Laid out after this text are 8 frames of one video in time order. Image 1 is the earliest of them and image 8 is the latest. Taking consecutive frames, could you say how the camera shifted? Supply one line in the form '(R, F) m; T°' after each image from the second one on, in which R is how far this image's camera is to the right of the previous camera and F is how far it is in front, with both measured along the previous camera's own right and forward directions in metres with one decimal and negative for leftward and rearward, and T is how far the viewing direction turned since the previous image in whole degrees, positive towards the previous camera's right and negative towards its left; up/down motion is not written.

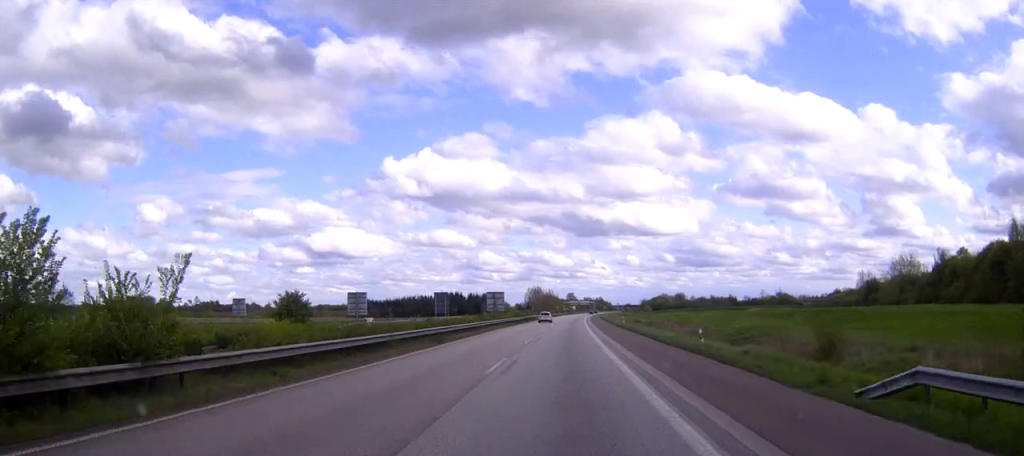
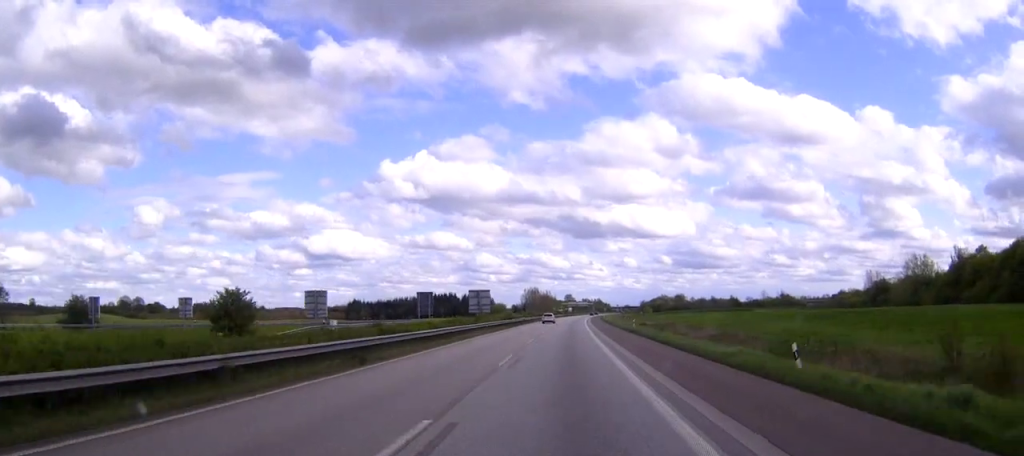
(0.0, +14.5) m; 0°
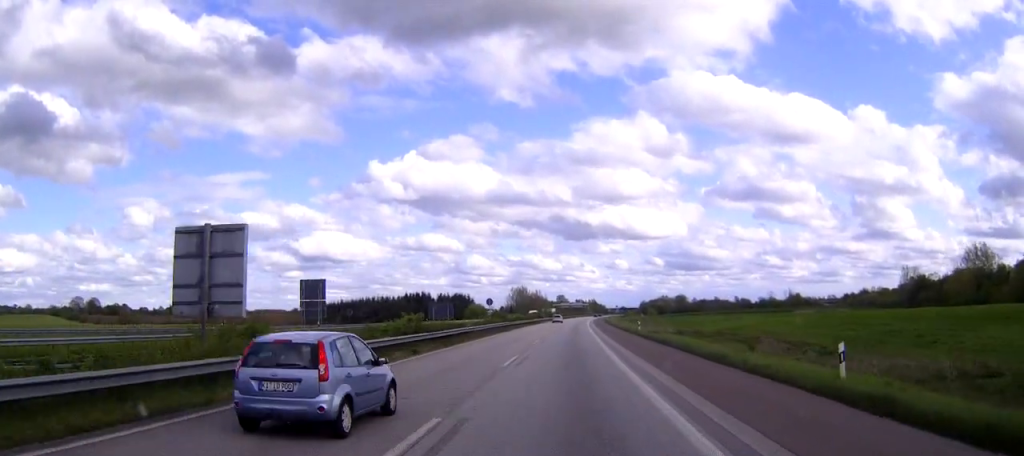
(+0.3, +54.1) m; +1°
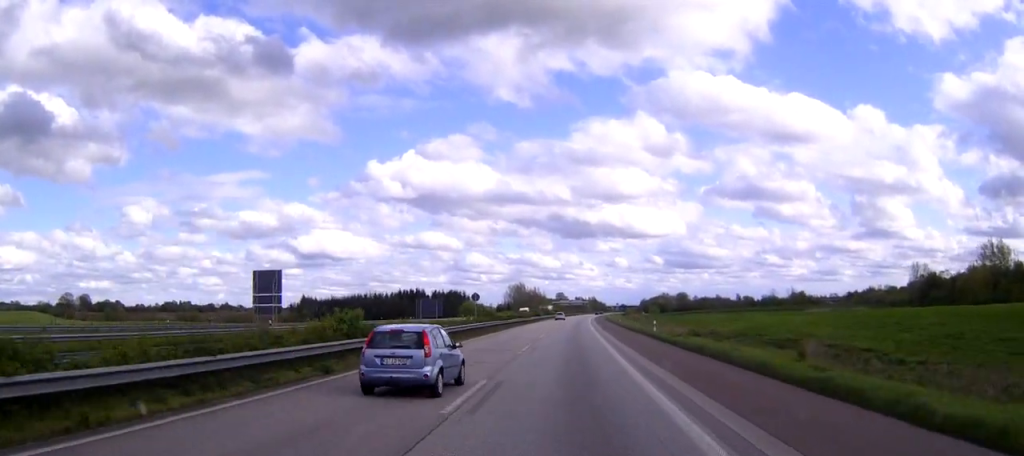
(0.0, +11.6) m; 0°
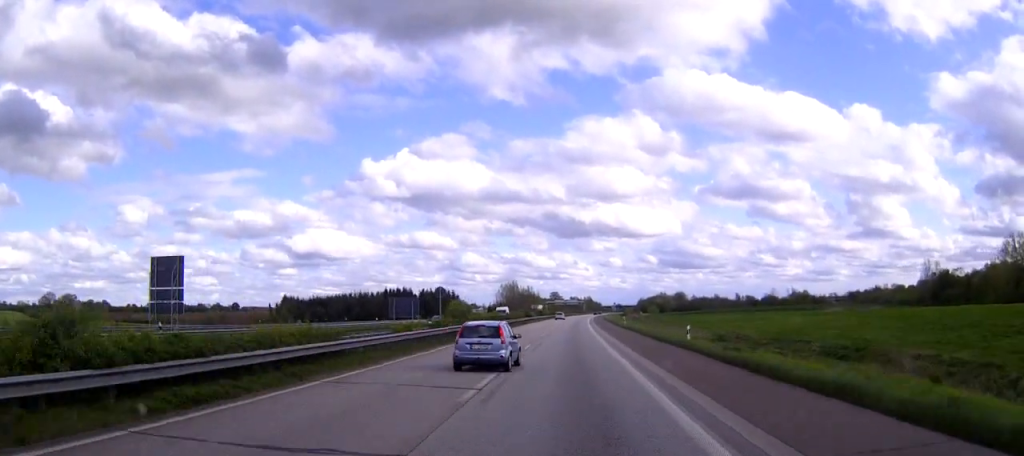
(0.0, +16.4) m; 0°
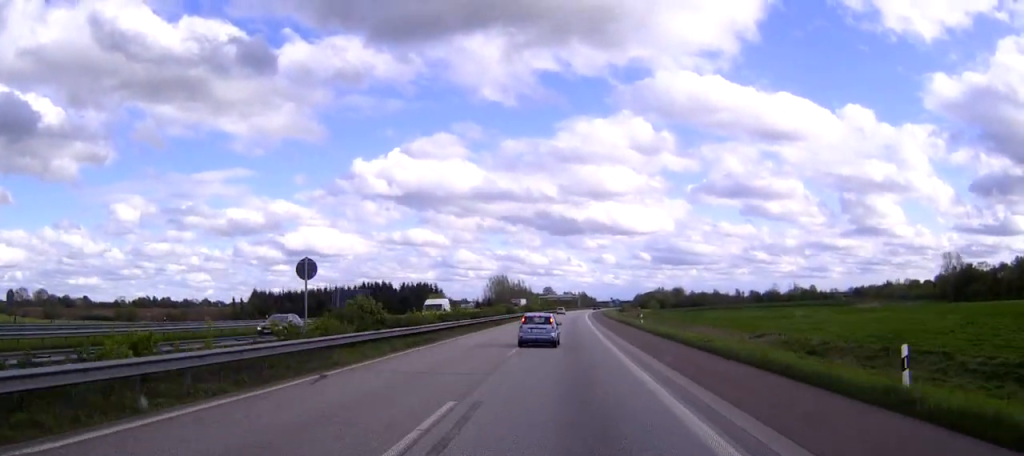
(+0.1, +25.1) m; 0°
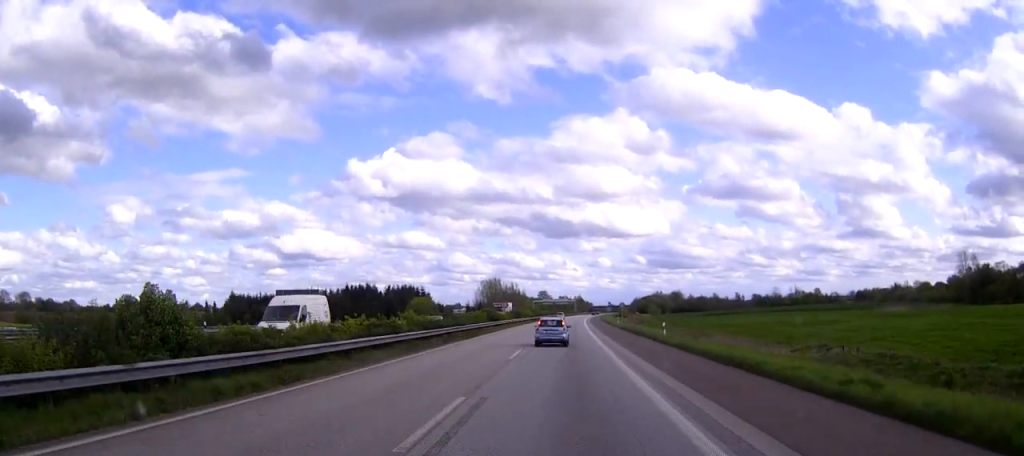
(0.0, +16.4) m; 0°
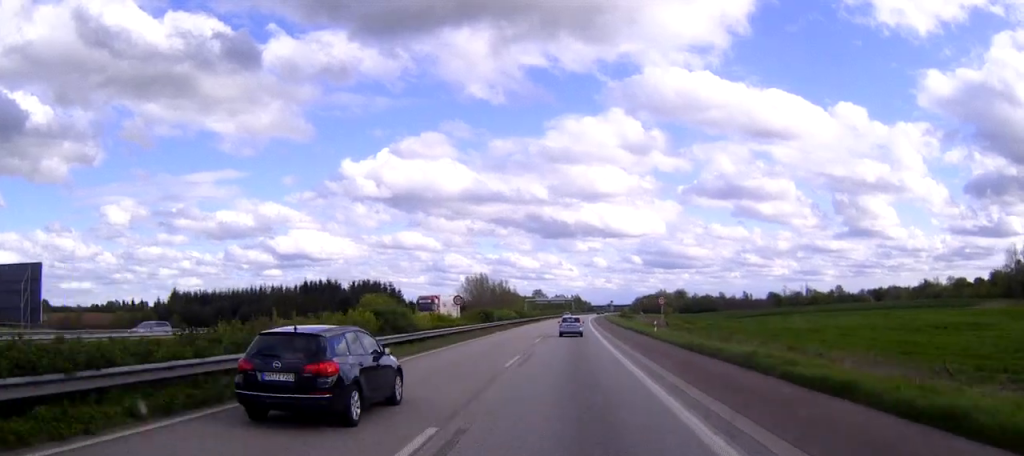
(+0.2, +40.6) m; +1°
